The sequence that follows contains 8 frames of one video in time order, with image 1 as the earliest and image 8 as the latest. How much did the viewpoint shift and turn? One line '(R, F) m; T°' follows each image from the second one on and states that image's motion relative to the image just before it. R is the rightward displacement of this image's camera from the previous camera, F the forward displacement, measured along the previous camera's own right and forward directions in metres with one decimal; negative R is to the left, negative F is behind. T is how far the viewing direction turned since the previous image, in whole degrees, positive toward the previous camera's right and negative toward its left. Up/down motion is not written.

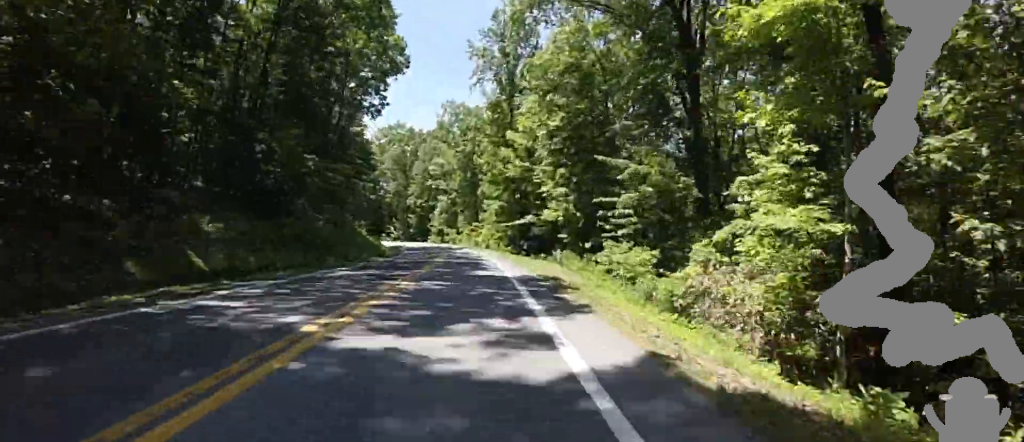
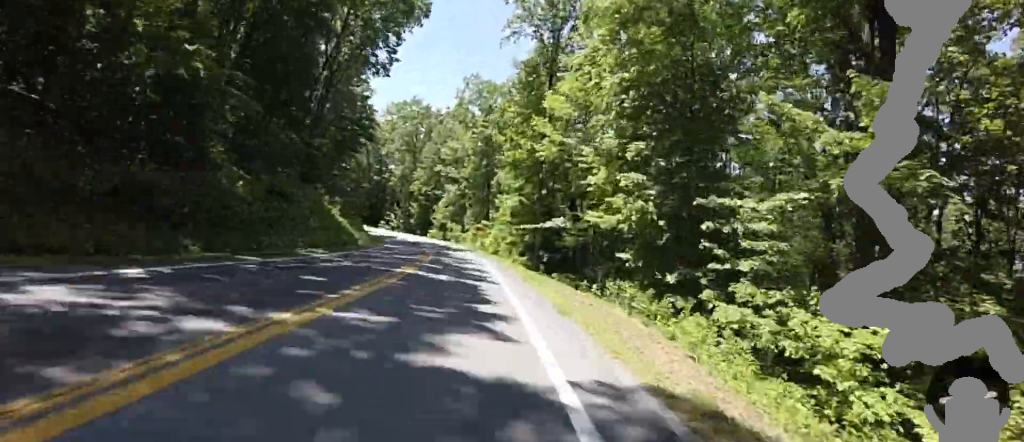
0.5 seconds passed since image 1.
(0.0, +10.6) m; -1°
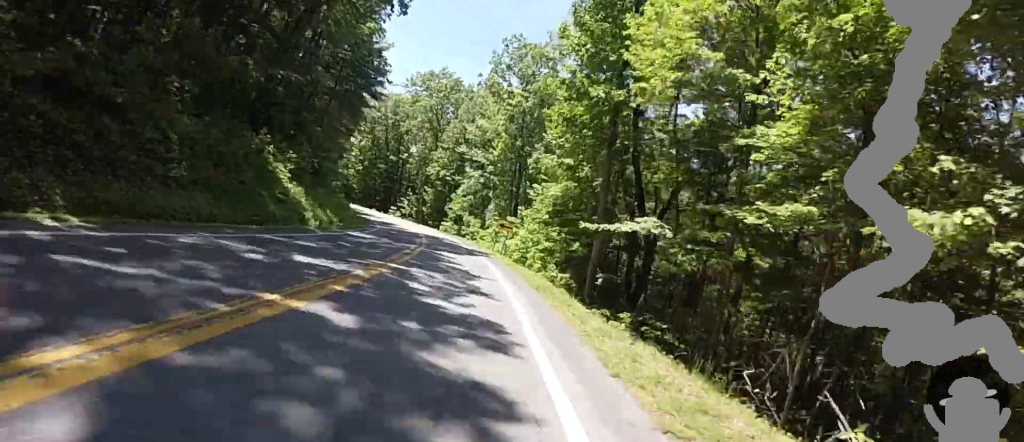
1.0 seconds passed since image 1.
(0.0, +12.3) m; -2°
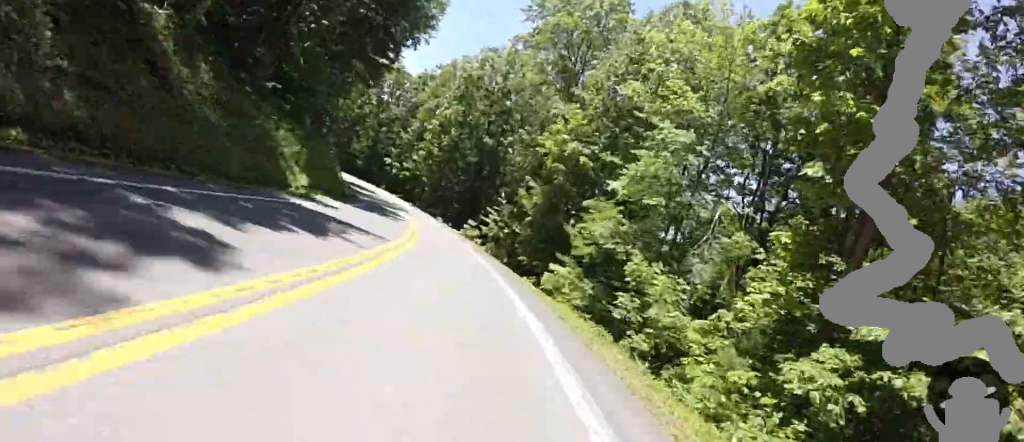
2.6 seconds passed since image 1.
(-1.8, +36.3) m; -4°
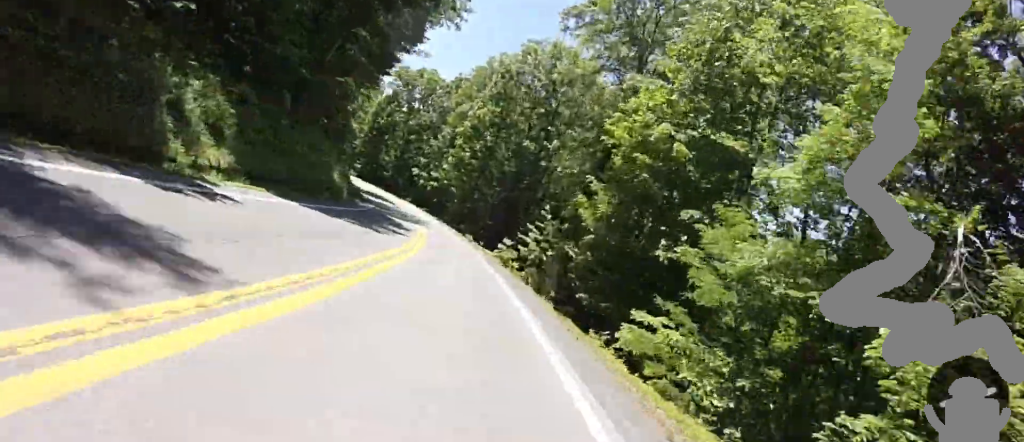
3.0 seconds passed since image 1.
(-0.1, +9.2) m; 0°
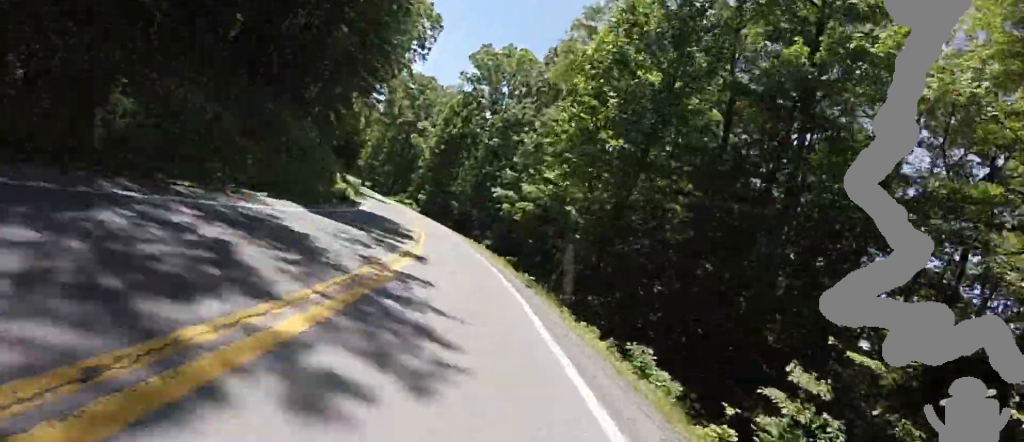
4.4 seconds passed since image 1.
(-0.7, +31.1) m; -19°
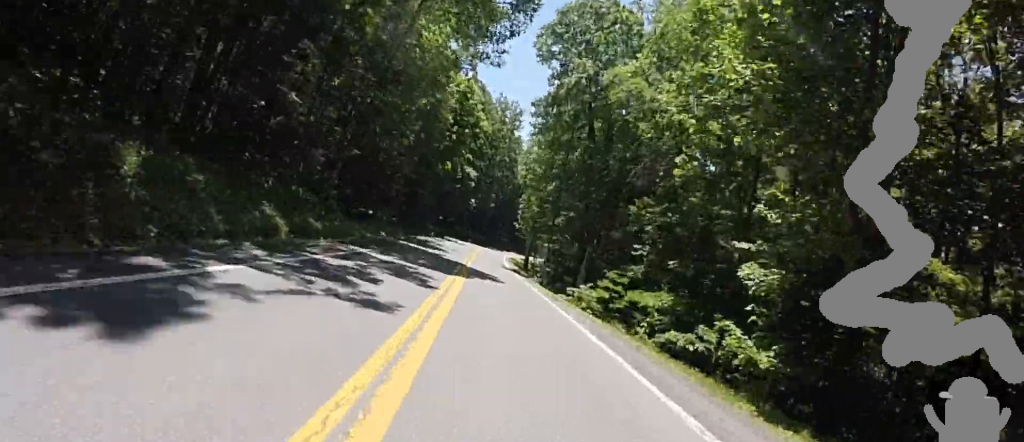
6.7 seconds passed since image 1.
(-14.6, +50.9) m; -27°
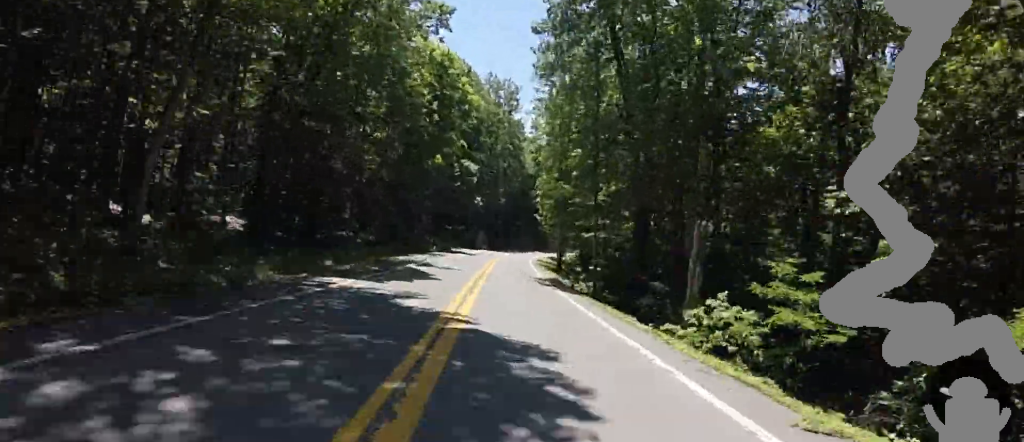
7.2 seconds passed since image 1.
(-2.5, +15.0) m; -11°
